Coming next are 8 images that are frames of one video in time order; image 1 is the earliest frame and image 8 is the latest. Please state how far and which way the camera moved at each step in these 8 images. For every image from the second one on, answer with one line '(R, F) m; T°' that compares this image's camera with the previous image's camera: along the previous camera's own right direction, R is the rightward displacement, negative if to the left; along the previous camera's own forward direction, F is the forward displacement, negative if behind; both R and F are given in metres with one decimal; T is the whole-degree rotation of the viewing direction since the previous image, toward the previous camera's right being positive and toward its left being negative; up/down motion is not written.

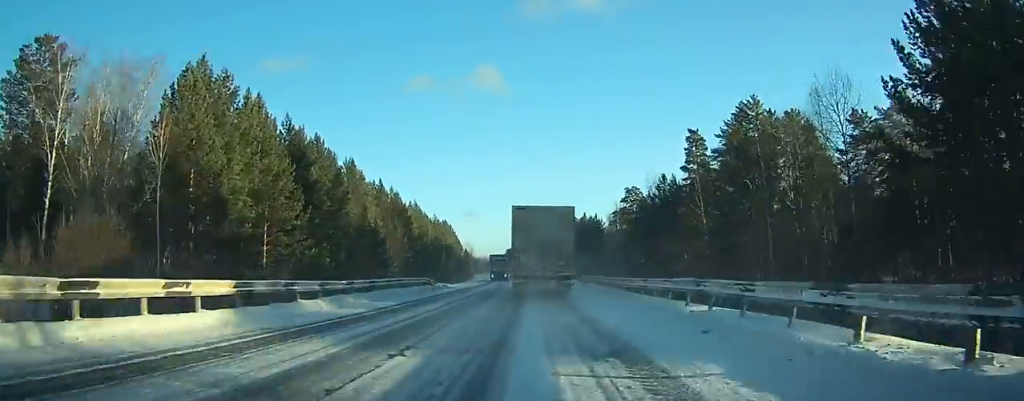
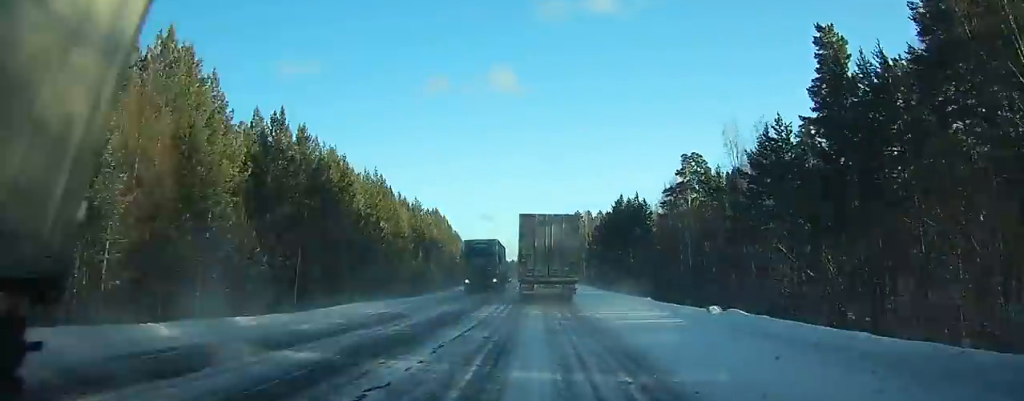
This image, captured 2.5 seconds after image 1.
(0.0, +45.6) m; 0°
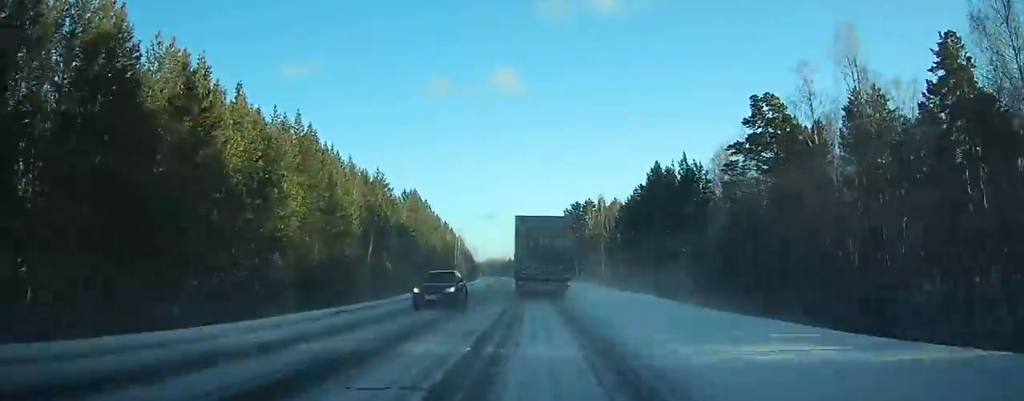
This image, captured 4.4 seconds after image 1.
(-0.3, +34.0) m; -1°
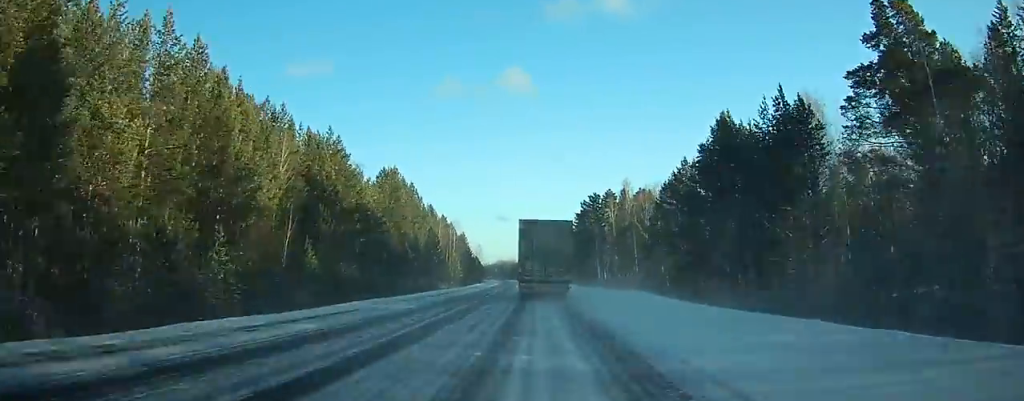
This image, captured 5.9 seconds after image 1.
(-0.3, +27.0) m; -1°
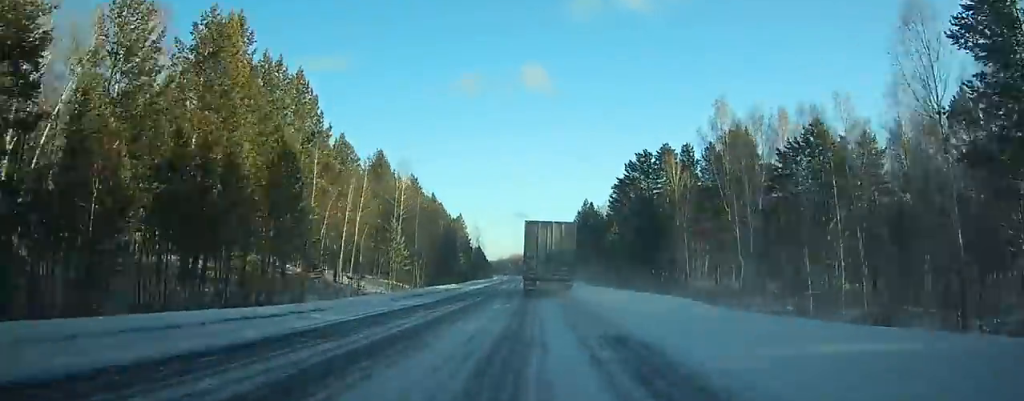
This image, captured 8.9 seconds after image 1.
(-1.0, +57.6) m; -1°
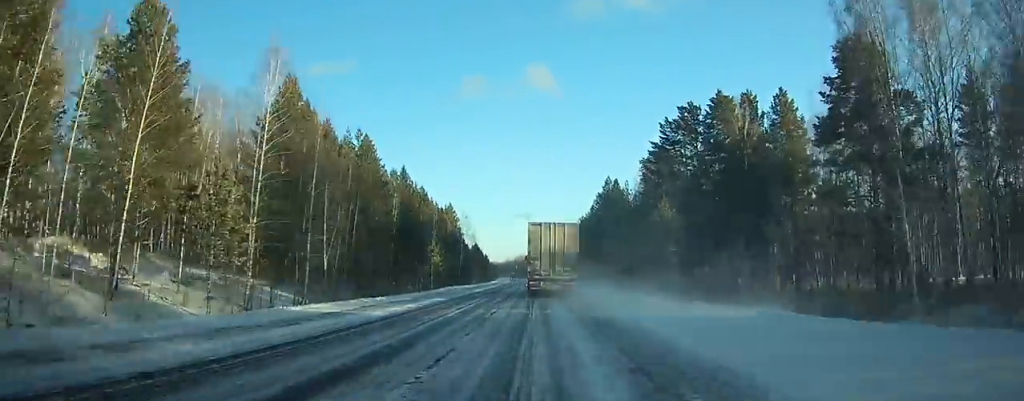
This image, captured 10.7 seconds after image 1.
(+0.1, +33.4) m; 0°
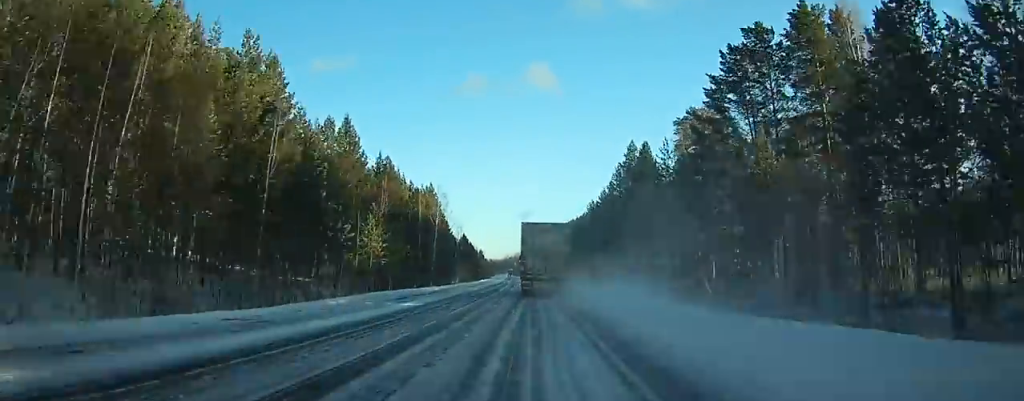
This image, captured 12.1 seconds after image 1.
(0.0, +28.9) m; -1°
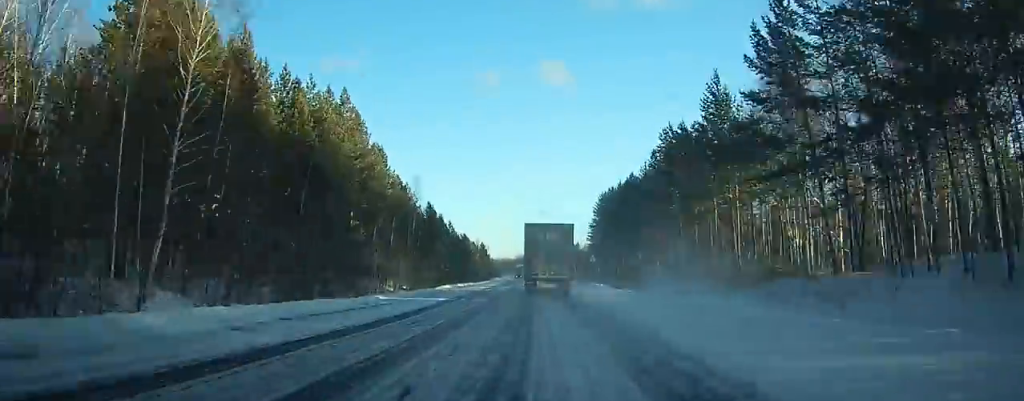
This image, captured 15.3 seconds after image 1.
(-0.9, +64.2) m; -1°
